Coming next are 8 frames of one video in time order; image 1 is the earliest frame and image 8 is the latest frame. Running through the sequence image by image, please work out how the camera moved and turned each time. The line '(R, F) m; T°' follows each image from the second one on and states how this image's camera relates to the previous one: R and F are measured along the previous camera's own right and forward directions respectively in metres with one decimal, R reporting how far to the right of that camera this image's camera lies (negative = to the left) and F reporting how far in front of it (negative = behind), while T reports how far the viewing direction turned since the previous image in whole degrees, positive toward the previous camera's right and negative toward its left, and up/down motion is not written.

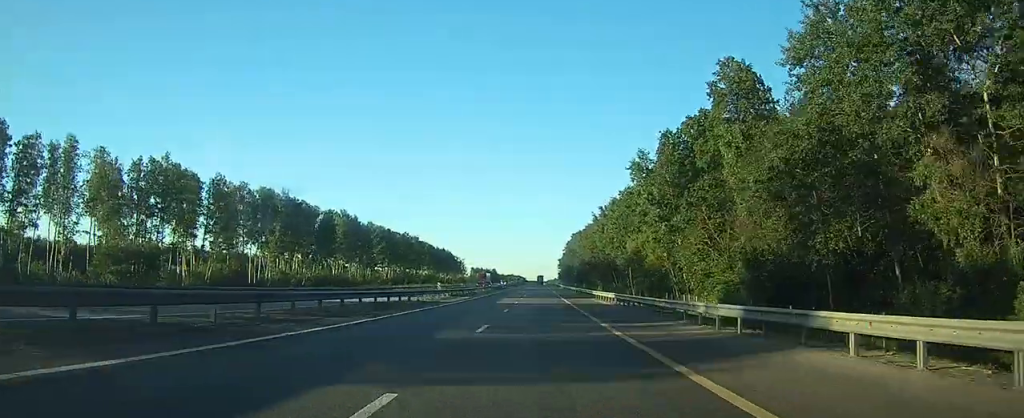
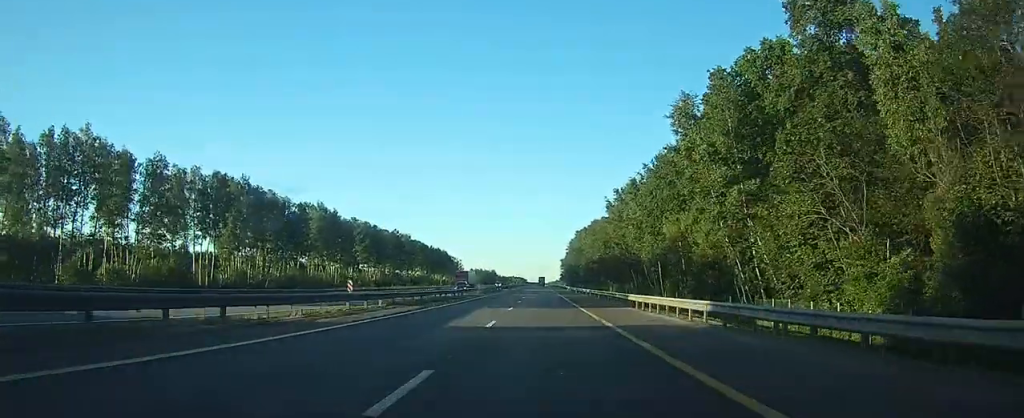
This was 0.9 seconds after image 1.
(0.0, +22.1) m; 0°
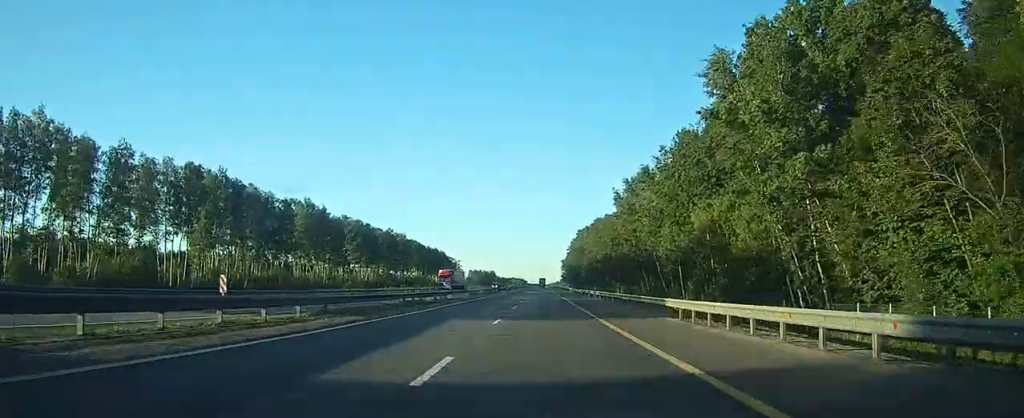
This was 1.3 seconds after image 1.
(0.0, +10.2) m; 0°
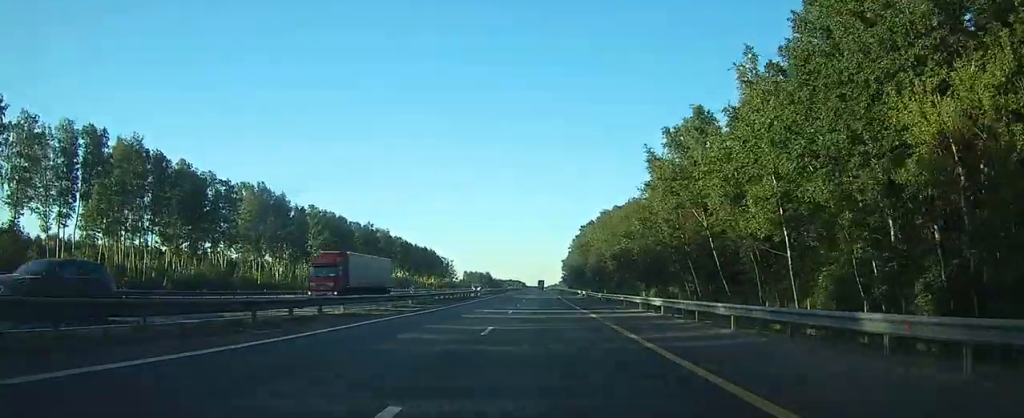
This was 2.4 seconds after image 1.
(0.0, +28.1) m; 0°
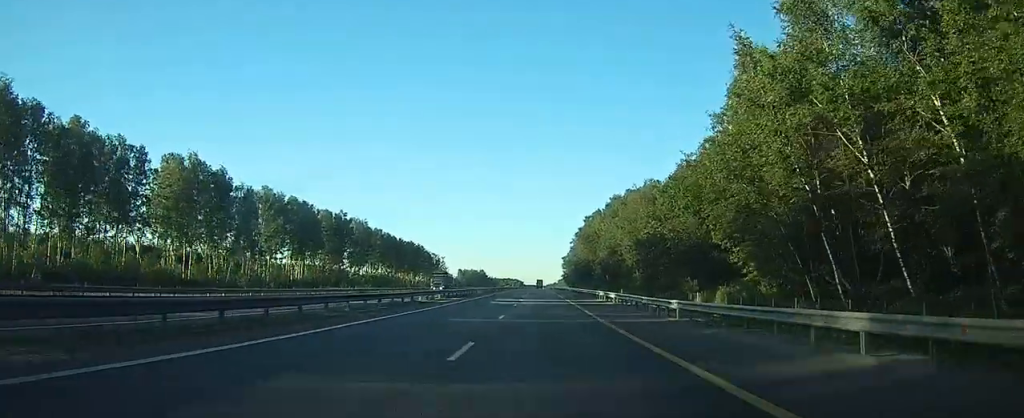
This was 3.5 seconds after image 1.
(-0.1, +28.9) m; 0°
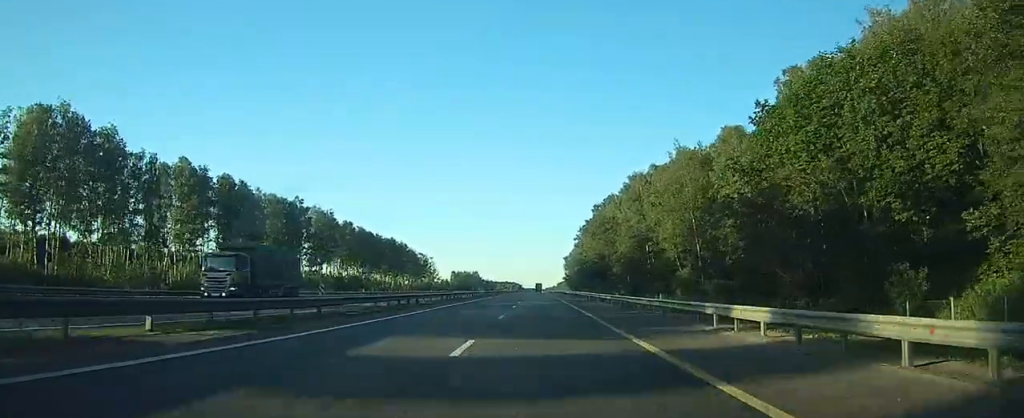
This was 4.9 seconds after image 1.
(+0.1, +34.8) m; 0°
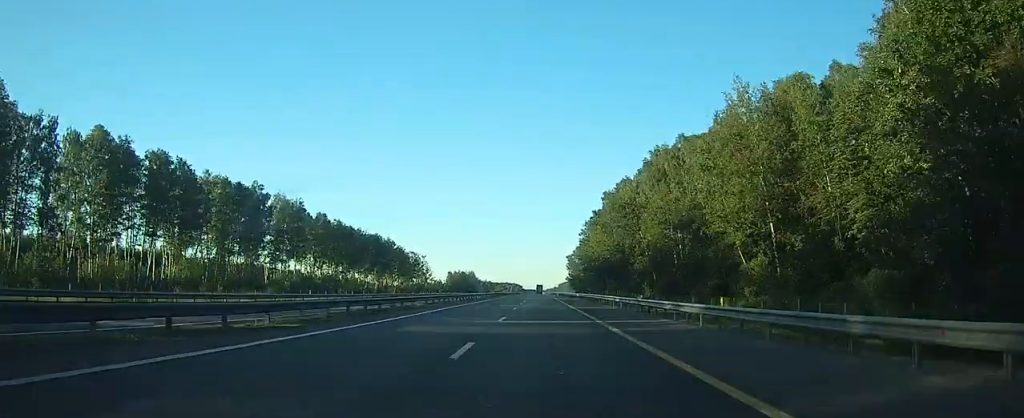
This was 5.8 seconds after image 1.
(0.0, +23.9) m; 0°
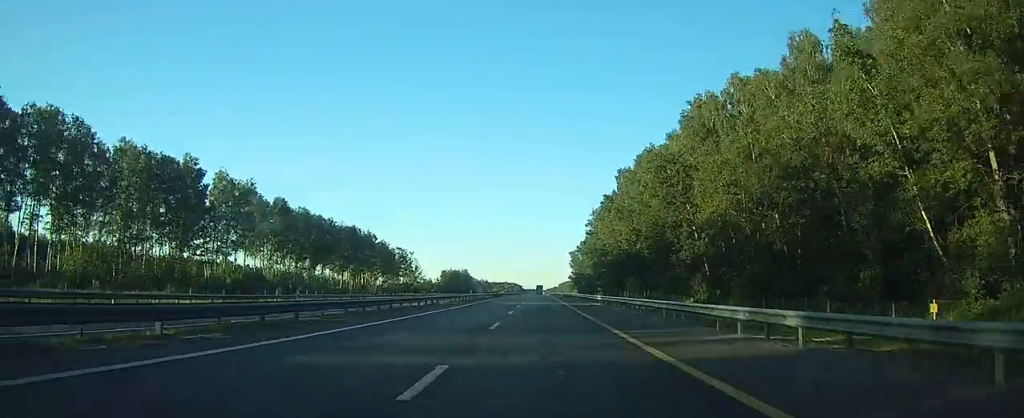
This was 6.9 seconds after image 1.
(0.0, +27.4) m; 0°
